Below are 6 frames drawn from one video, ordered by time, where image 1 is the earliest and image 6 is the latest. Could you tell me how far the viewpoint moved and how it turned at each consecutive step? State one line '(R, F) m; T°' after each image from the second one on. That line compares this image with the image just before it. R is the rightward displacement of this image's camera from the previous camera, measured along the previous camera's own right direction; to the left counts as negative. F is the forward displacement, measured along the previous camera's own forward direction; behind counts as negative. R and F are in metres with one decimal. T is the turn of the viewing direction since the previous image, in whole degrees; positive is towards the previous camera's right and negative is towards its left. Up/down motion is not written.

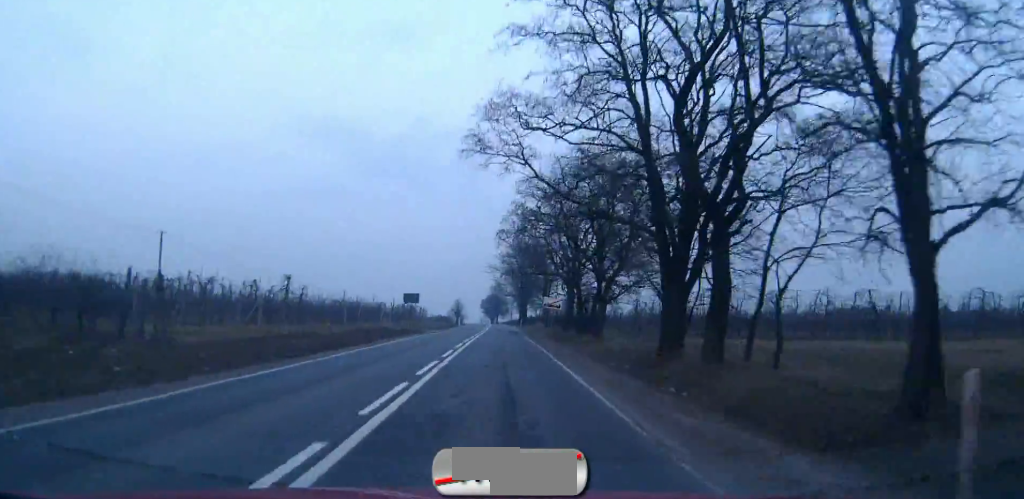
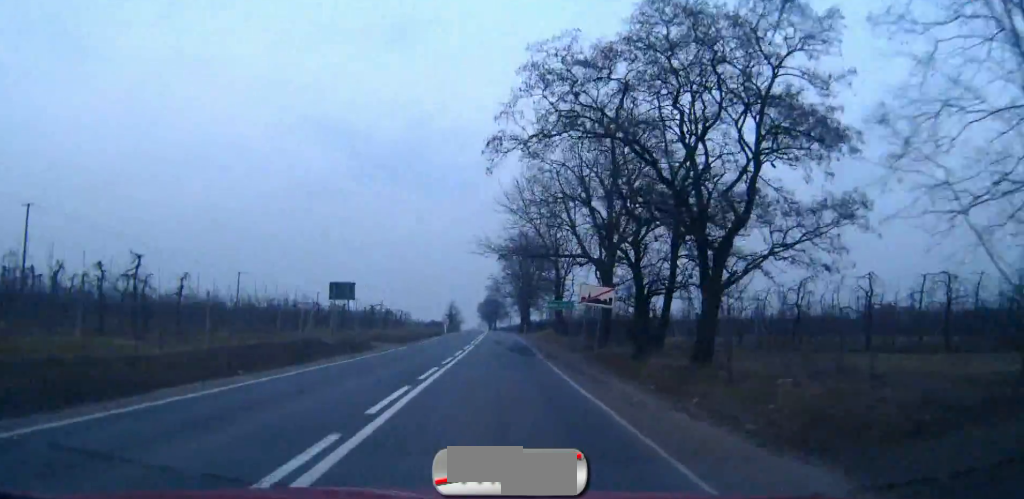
(-0.1, +22.9) m; 0°
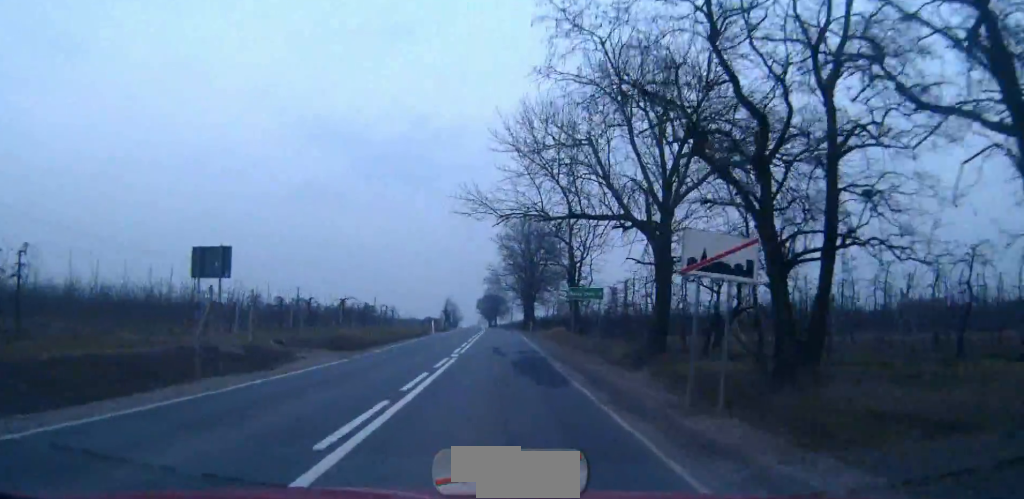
(0.0, +14.2) m; 0°
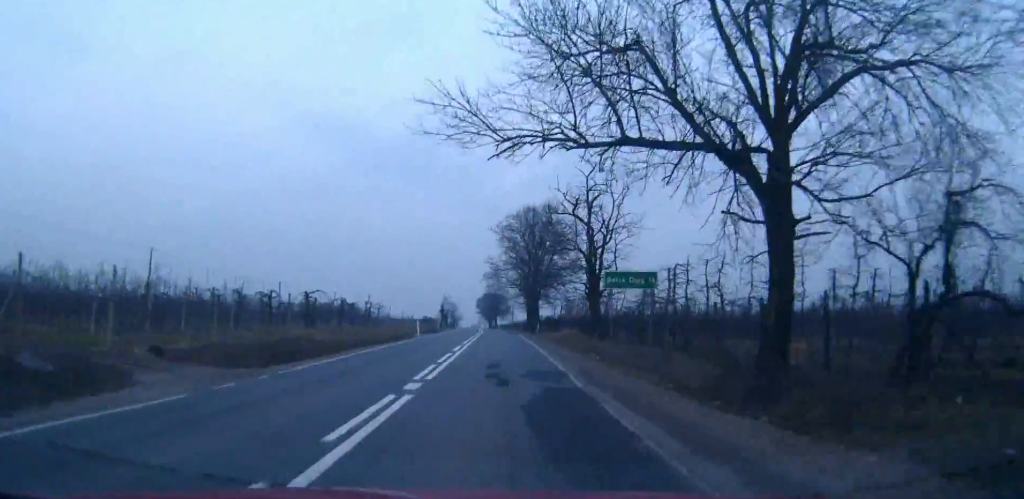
(0.0, +11.4) m; 0°
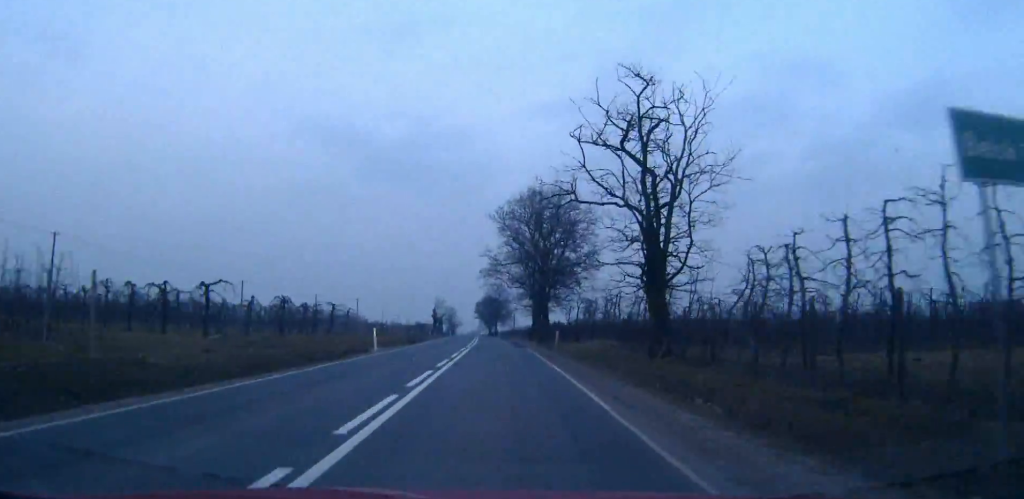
(0.0, +17.6) m; 0°
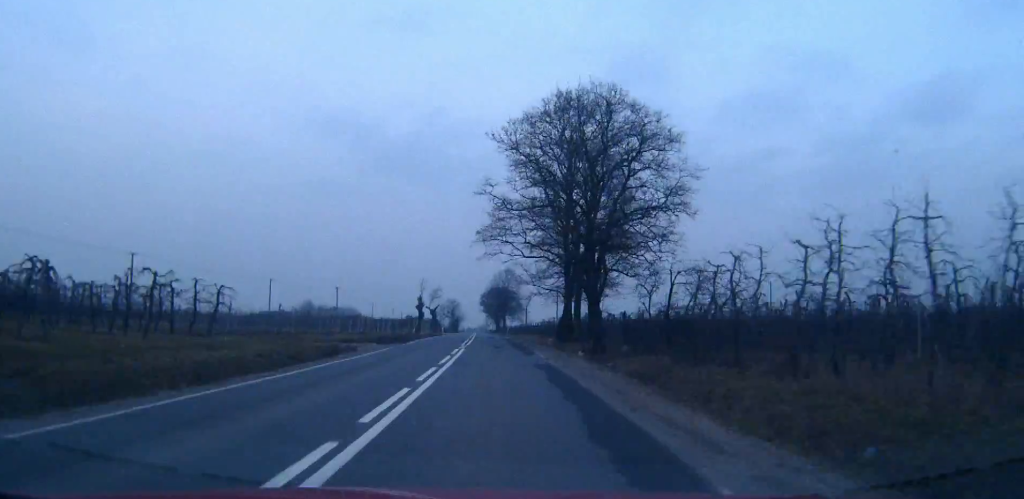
(-0.2, +34.4) m; -1°
